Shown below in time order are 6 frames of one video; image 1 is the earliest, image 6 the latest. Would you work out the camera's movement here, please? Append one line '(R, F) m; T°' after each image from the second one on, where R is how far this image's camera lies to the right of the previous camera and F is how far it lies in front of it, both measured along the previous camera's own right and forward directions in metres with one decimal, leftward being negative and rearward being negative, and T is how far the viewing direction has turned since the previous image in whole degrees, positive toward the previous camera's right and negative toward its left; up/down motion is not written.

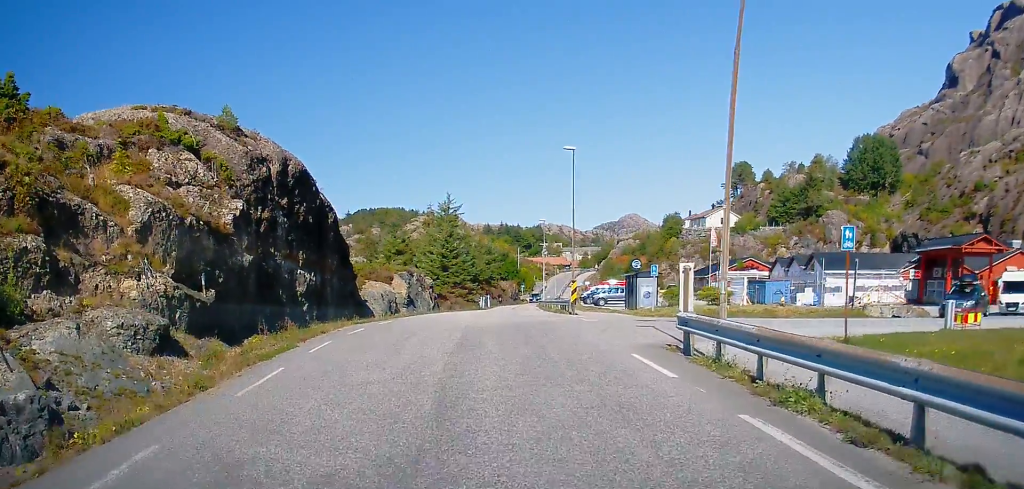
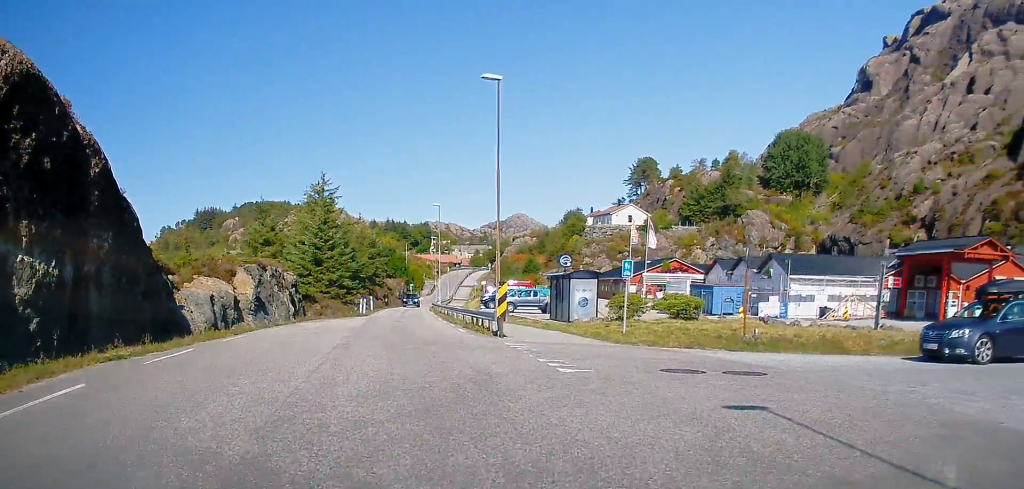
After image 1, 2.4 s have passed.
(+0.1, +17.0) m; +9°
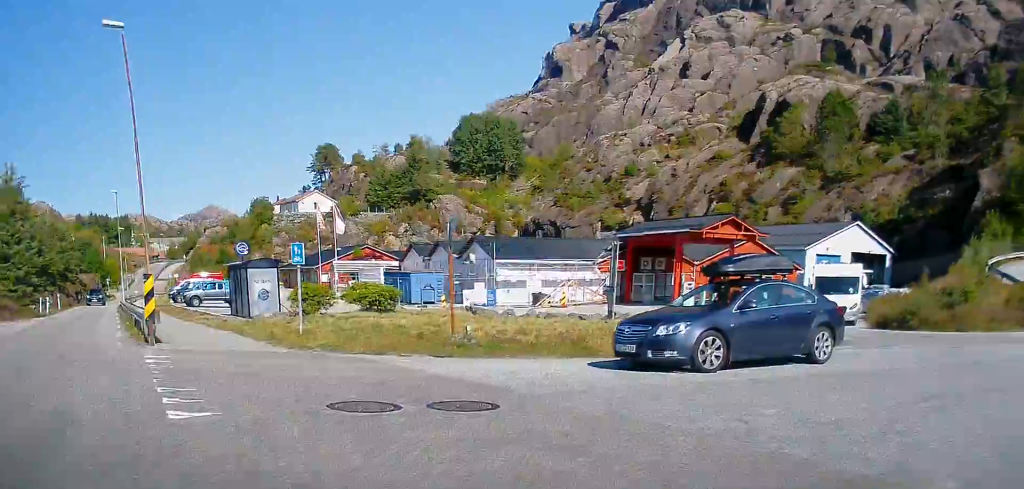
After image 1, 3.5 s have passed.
(+0.8, +5.4) m; +21°
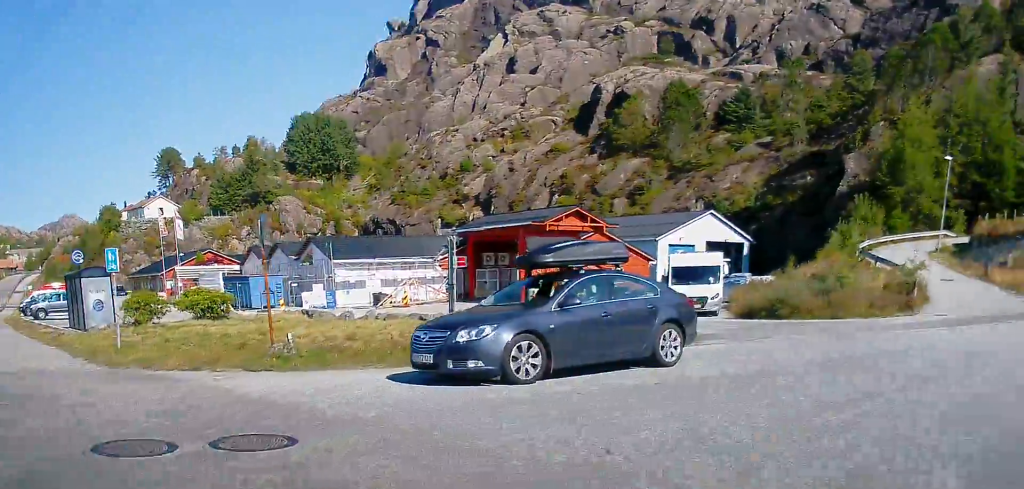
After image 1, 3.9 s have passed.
(0.0, +1.9) m; +10°
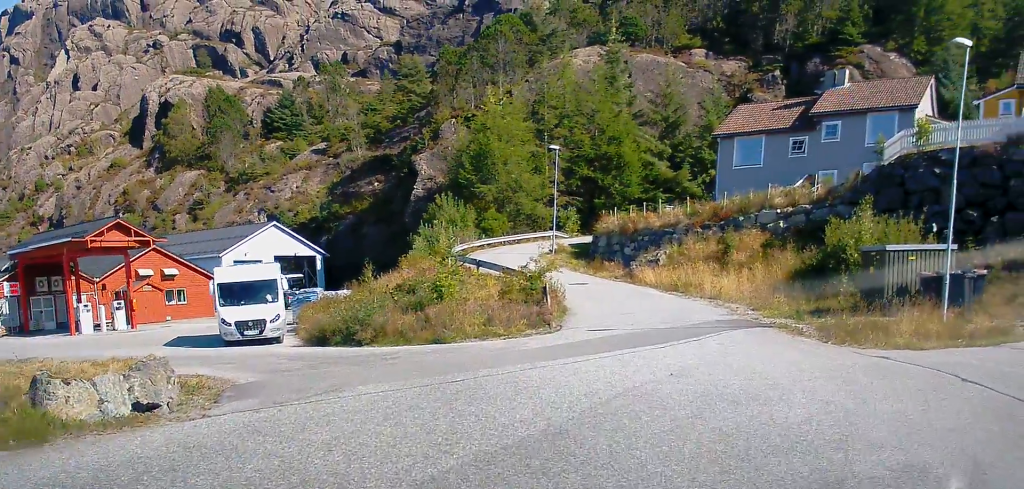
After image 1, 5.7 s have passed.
(+1.8, +7.4) m; +22°
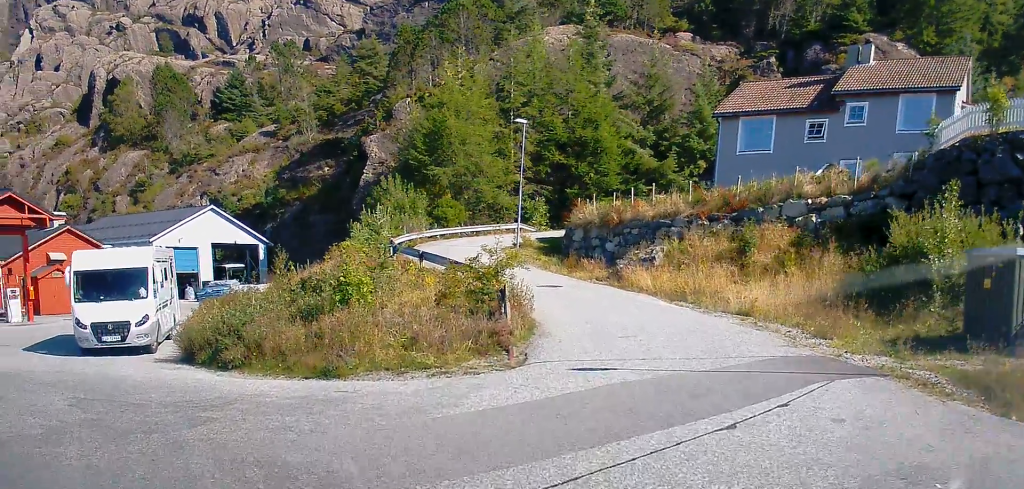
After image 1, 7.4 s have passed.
(+0.9, +8.0) m; +2°
